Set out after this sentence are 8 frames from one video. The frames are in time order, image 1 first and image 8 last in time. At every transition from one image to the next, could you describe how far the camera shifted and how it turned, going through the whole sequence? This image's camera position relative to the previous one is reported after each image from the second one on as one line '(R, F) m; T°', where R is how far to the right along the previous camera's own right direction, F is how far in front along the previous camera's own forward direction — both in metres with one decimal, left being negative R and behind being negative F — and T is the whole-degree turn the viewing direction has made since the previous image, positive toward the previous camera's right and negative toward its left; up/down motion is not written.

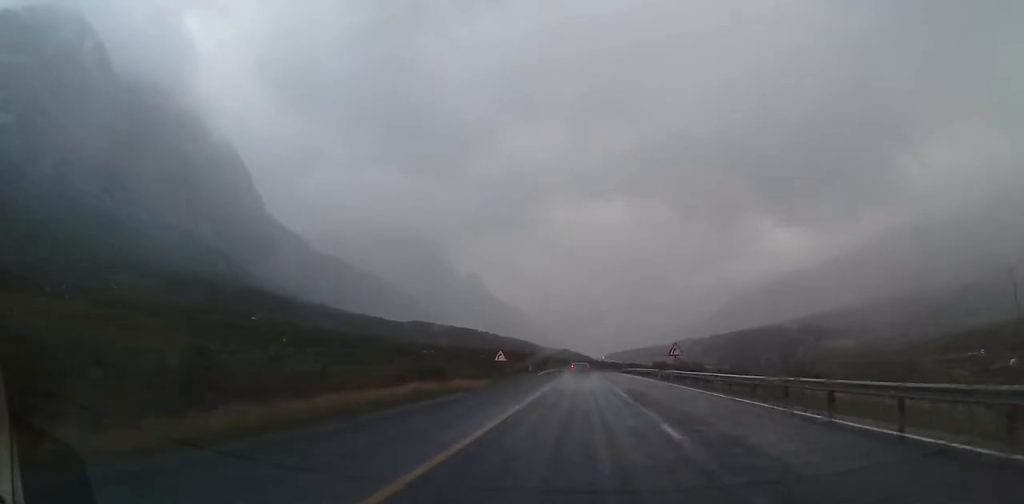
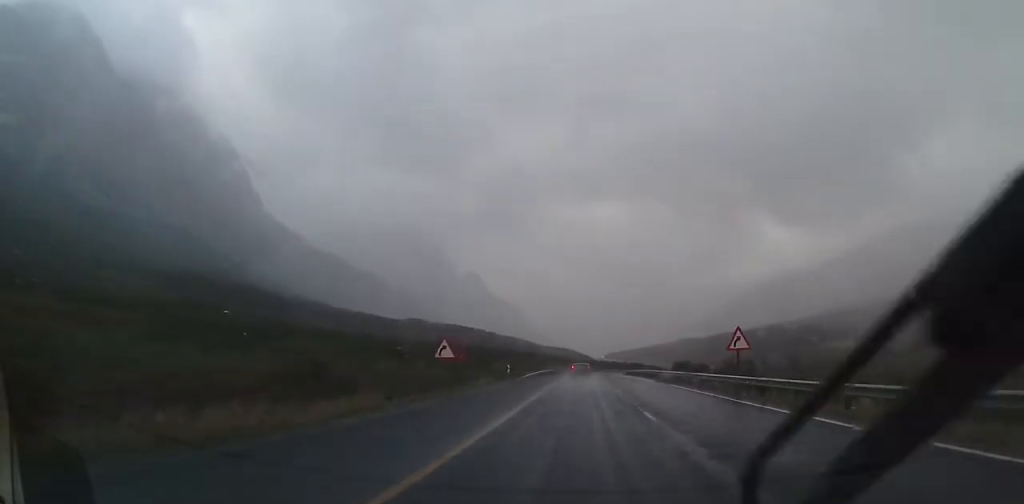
(0.0, +20.4) m; 0°
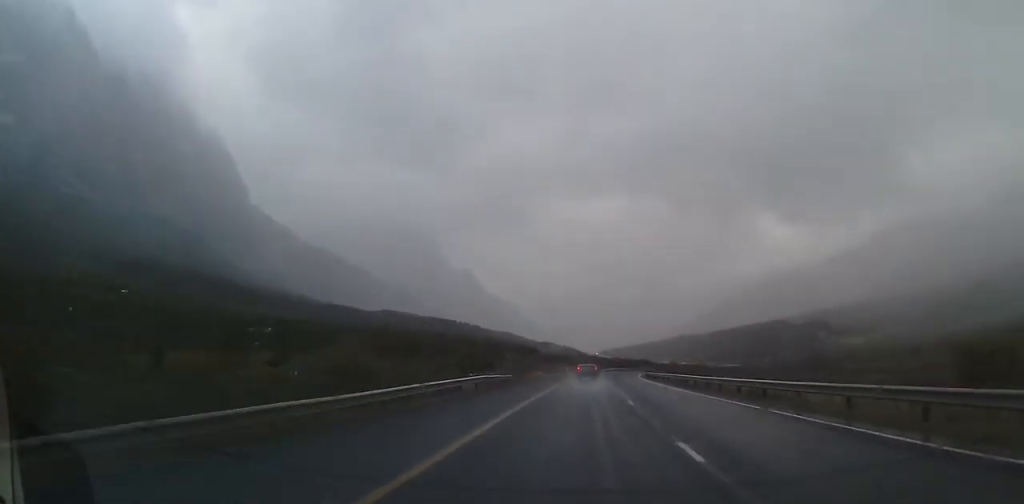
(+0.2, +53.6) m; 0°
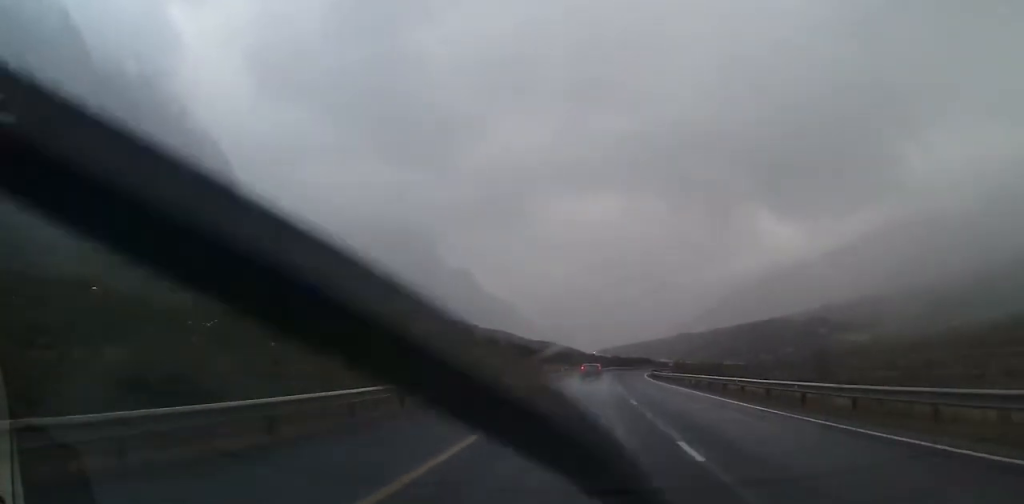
(0.0, +11.7) m; 0°
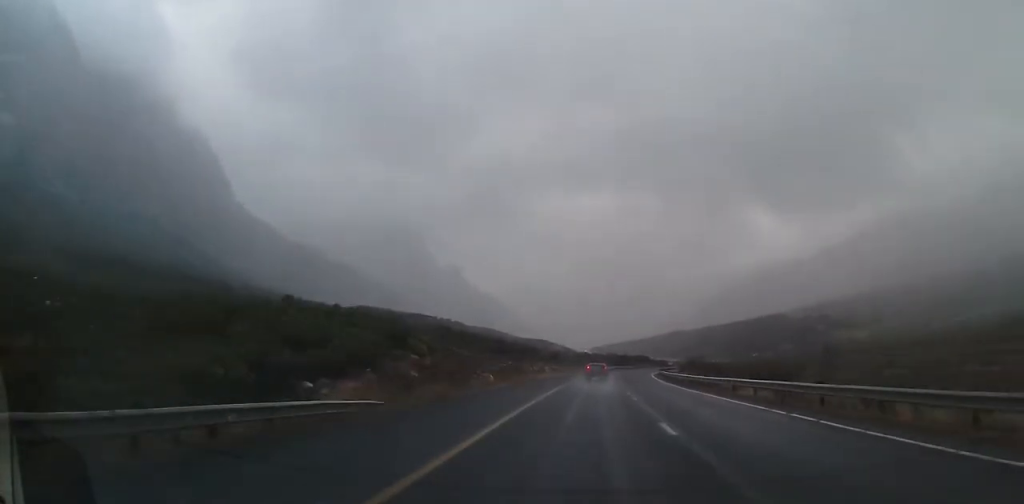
(0.0, +20.5) m; 0°
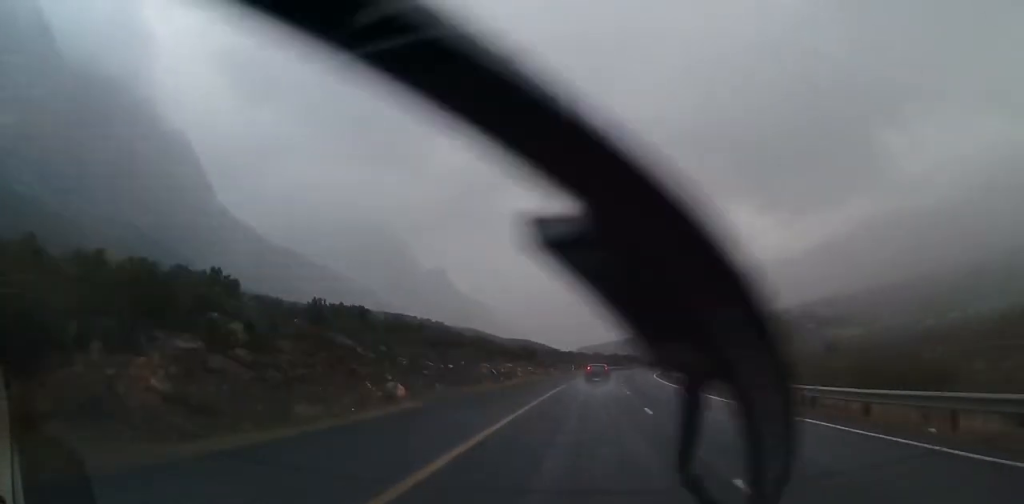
(-0.1, +18.4) m; +1°
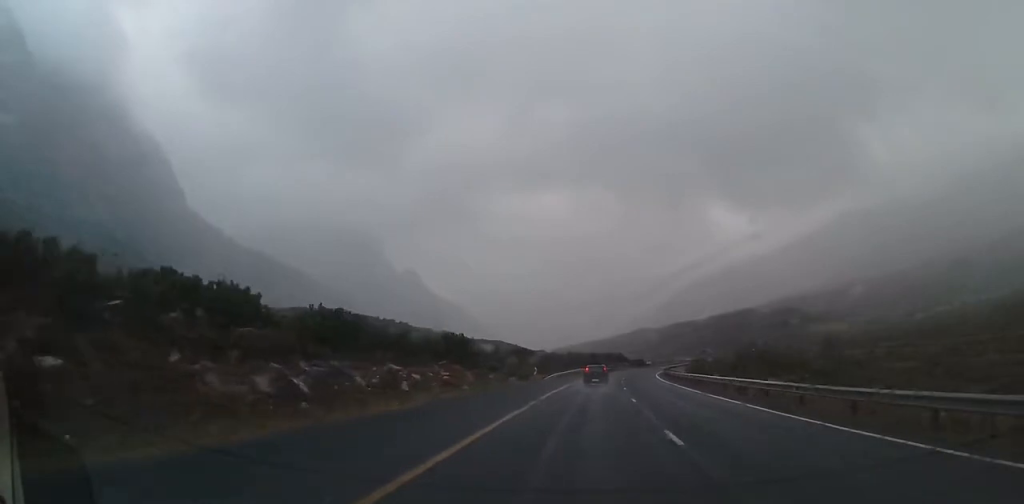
(+0.8, +30.1) m; +3°
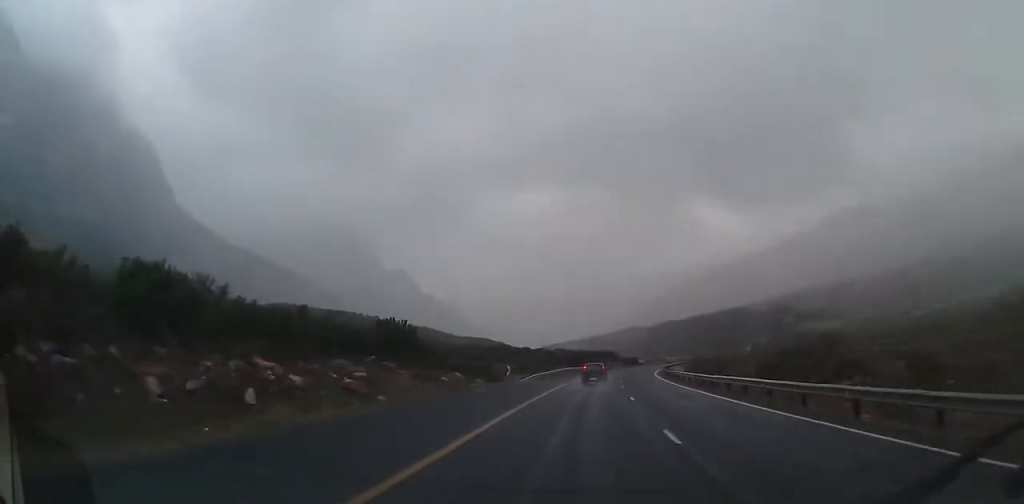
(+0.1, +11.7) m; +1°
